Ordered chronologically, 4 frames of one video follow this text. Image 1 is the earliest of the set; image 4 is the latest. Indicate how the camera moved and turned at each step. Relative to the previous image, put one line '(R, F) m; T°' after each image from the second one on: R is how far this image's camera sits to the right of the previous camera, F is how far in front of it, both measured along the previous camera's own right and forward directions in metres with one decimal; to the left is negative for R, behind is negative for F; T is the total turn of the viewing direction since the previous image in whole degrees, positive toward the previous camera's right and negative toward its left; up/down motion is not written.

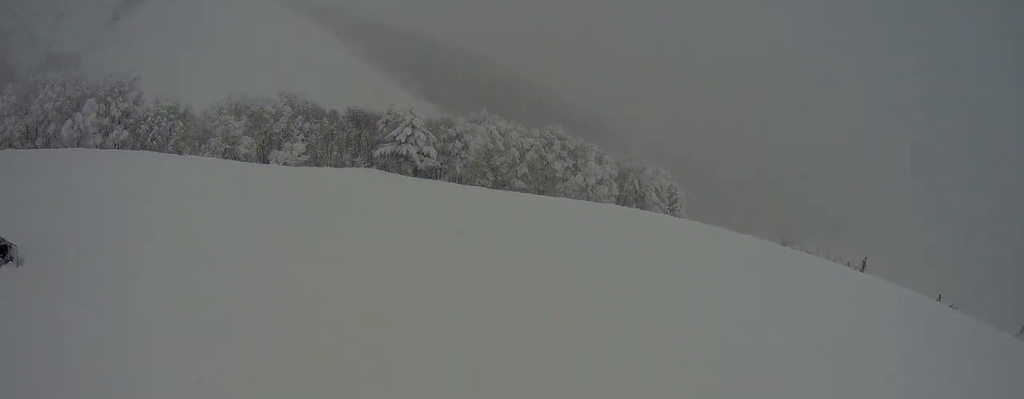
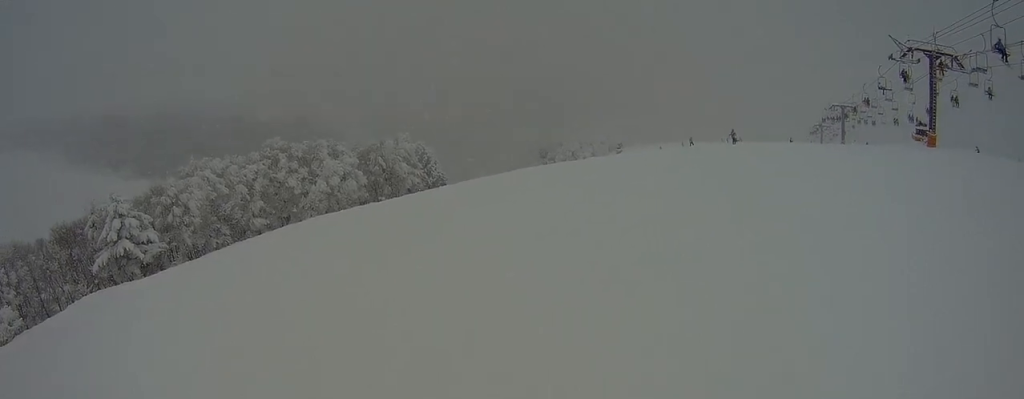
(-1.7, +13.2) m; +1°
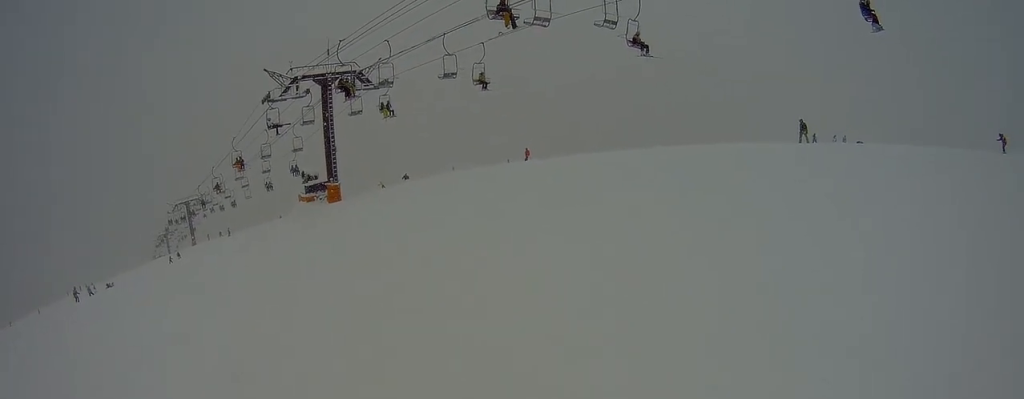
(+14.8, +10.0) m; +85°
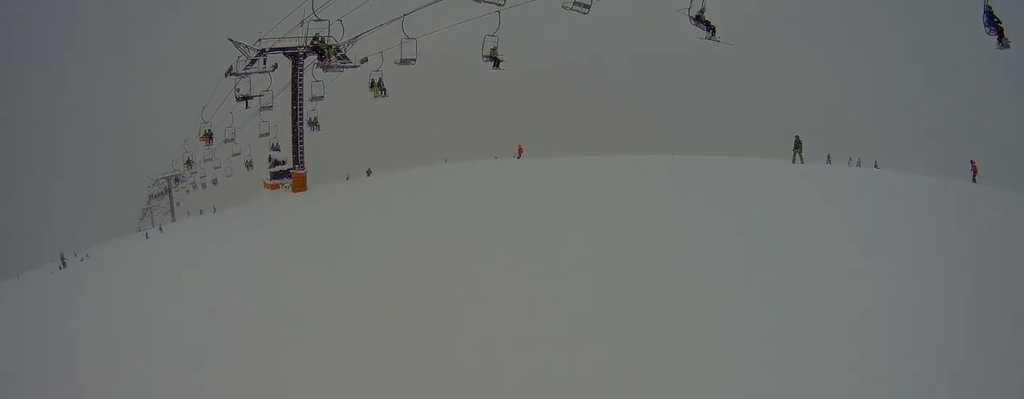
(+0.4, +5.4) m; +9°
